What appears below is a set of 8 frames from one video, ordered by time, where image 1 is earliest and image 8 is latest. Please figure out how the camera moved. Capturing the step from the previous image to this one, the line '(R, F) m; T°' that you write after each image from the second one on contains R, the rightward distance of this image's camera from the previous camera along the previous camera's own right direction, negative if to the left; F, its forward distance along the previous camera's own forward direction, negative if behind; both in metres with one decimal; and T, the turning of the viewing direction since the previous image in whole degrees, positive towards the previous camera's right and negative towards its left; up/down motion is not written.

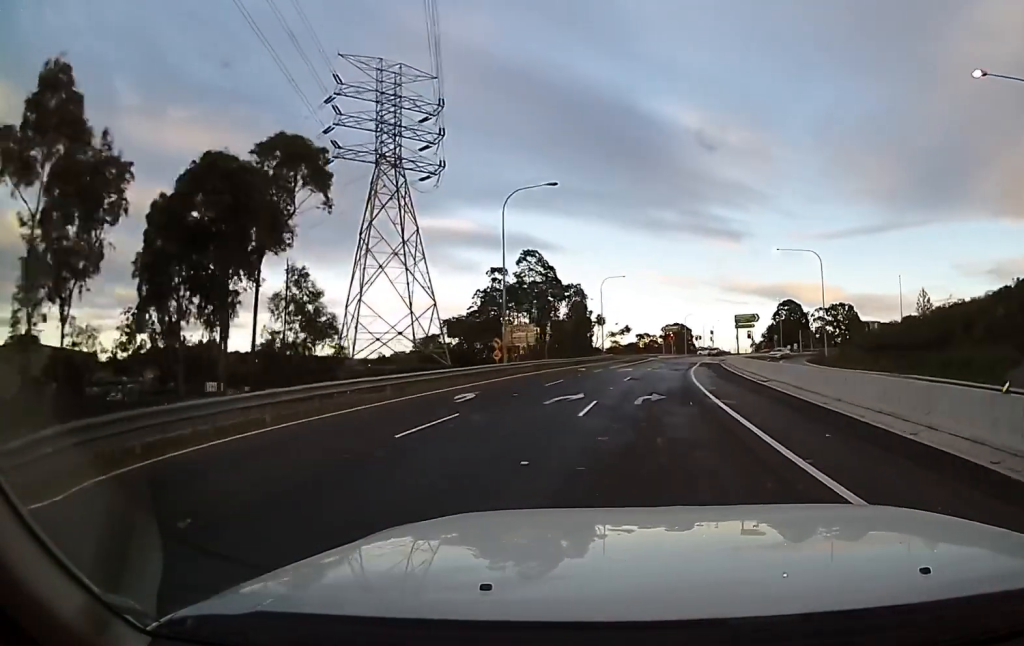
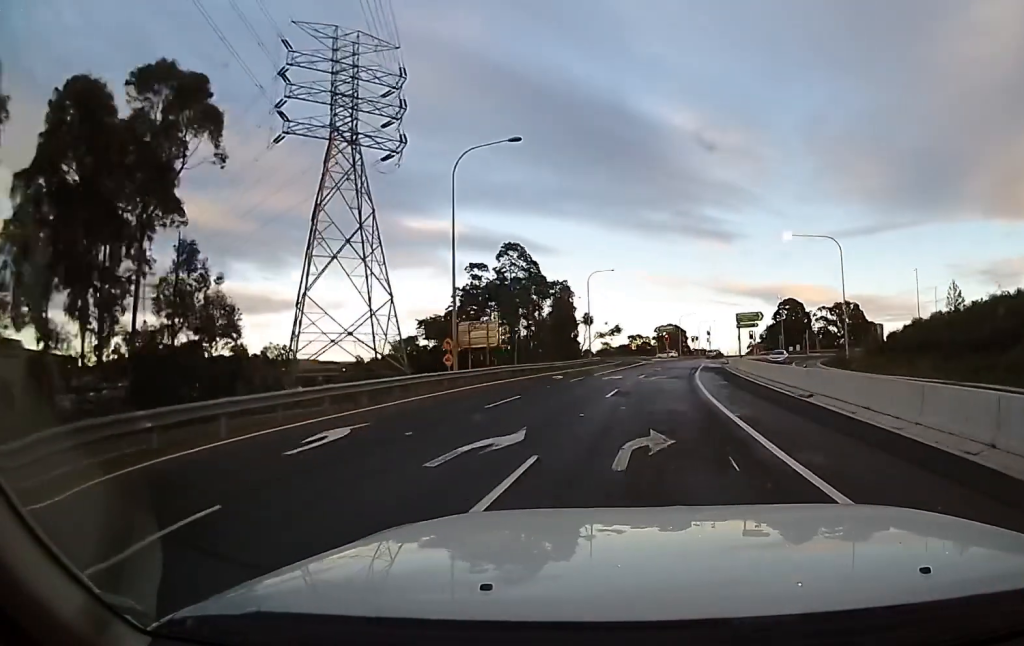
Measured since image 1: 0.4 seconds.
(+0.2, +7.2) m; +1°
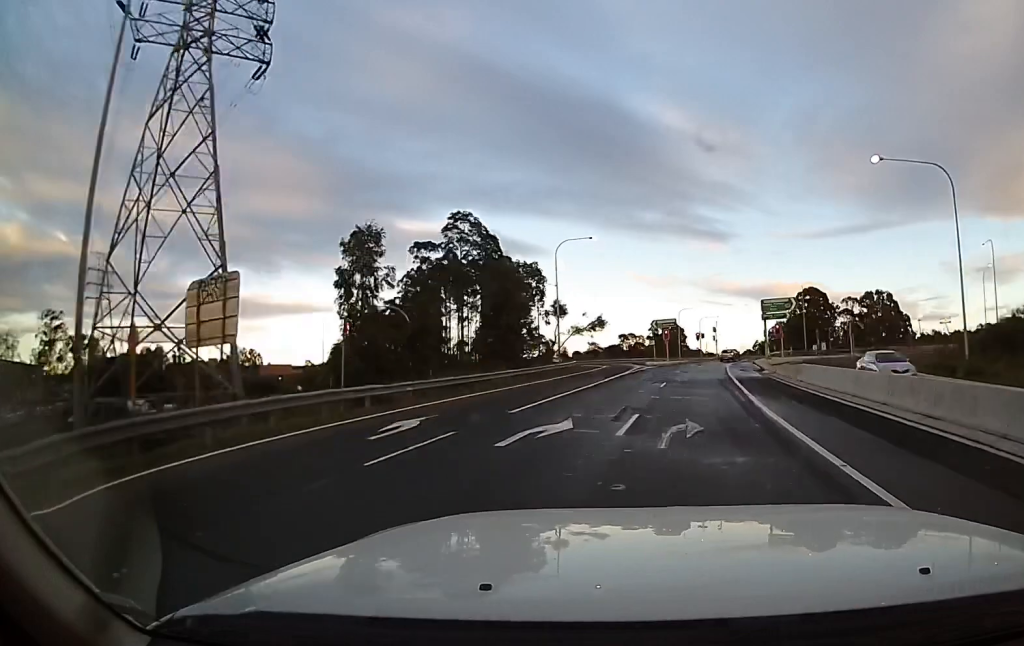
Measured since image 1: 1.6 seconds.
(+0.6, +18.7) m; +2°
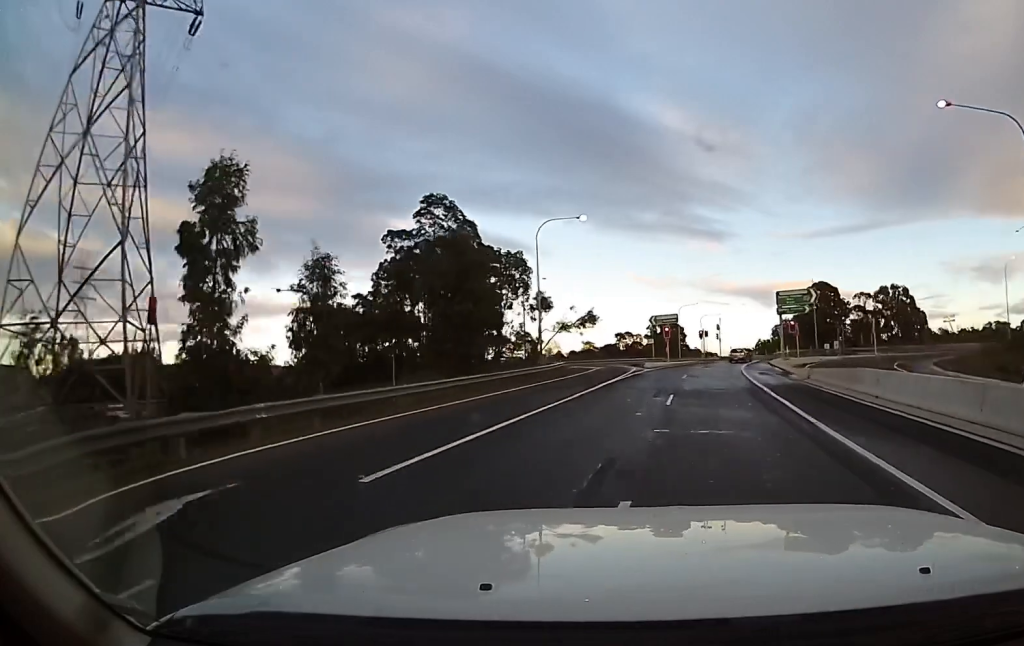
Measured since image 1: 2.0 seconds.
(0.0, +7.1) m; 0°
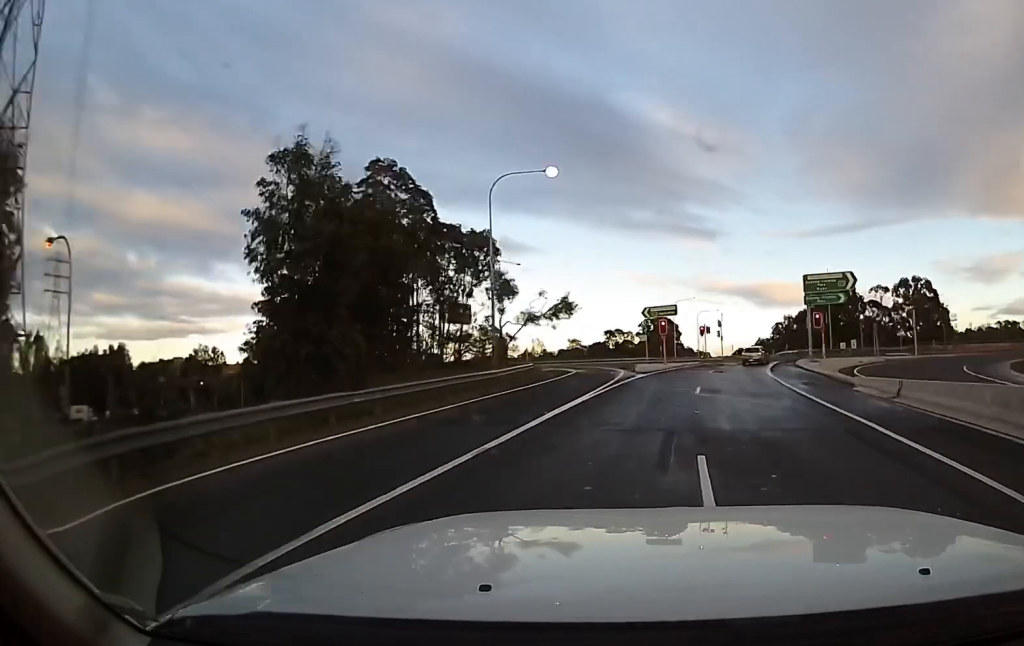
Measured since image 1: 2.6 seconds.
(0.0, +10.2) m; 0°
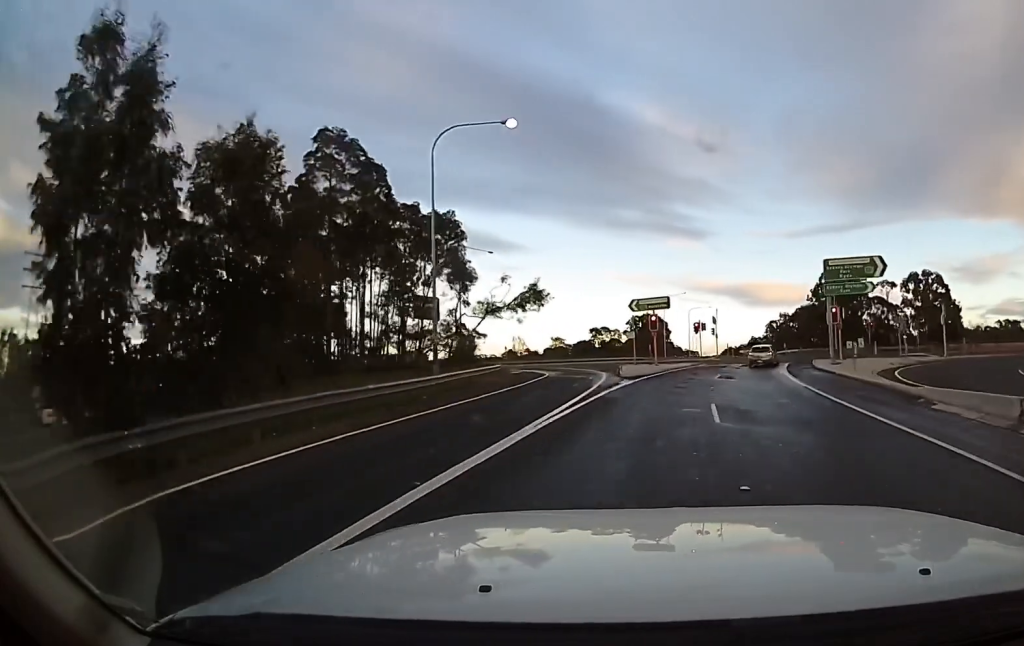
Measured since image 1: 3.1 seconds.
(0.0, +6.9) m; 0°
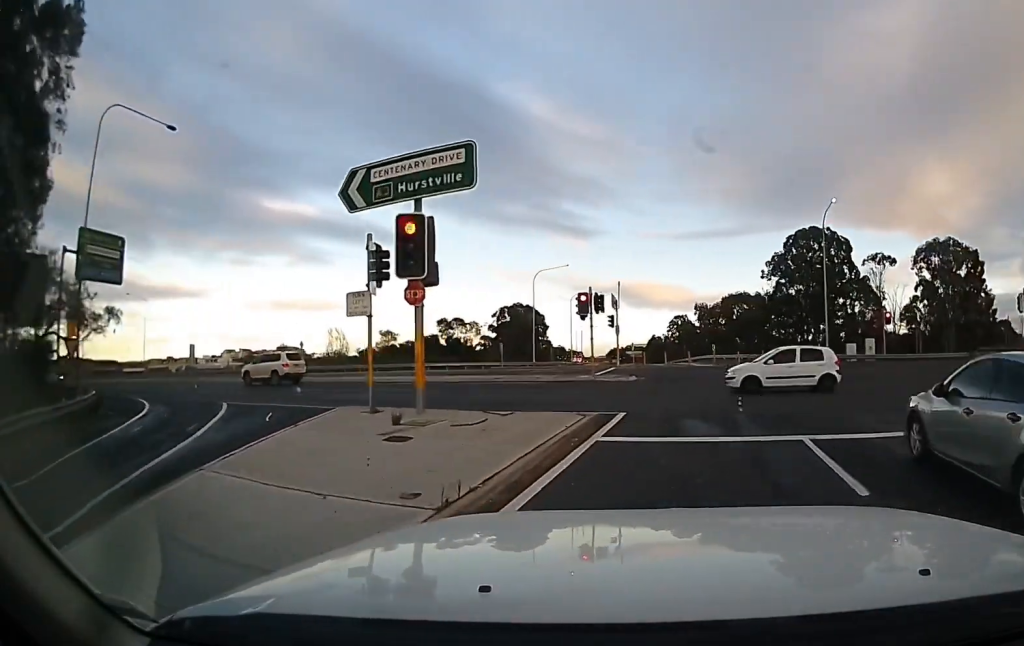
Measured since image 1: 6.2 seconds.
(+4.1, +39.3) m; +16°
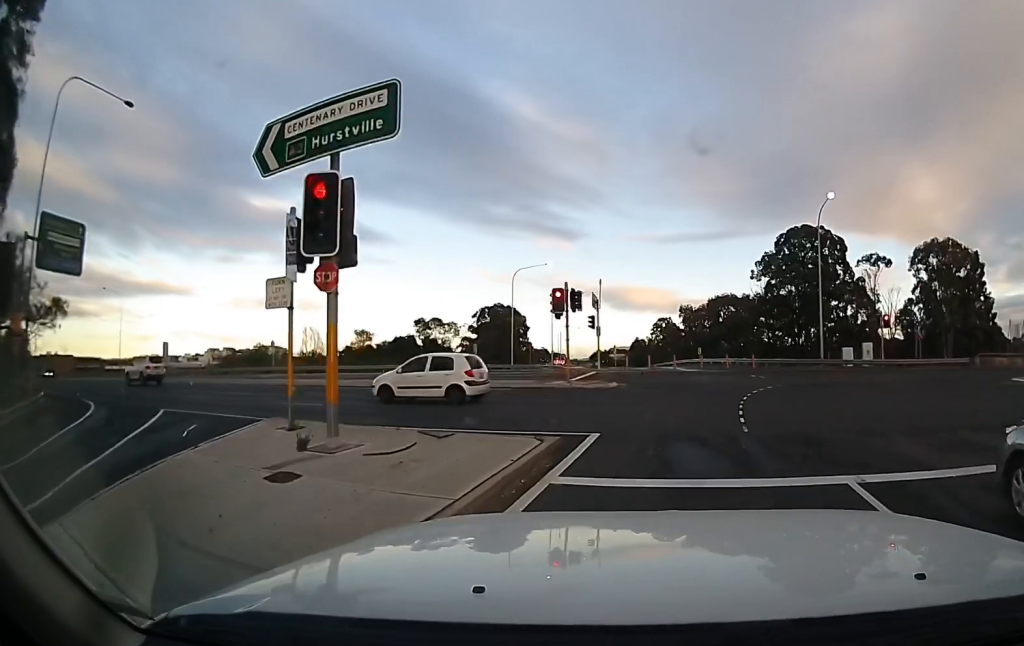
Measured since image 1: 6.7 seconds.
(+0.2, +4.0) m; -1°
